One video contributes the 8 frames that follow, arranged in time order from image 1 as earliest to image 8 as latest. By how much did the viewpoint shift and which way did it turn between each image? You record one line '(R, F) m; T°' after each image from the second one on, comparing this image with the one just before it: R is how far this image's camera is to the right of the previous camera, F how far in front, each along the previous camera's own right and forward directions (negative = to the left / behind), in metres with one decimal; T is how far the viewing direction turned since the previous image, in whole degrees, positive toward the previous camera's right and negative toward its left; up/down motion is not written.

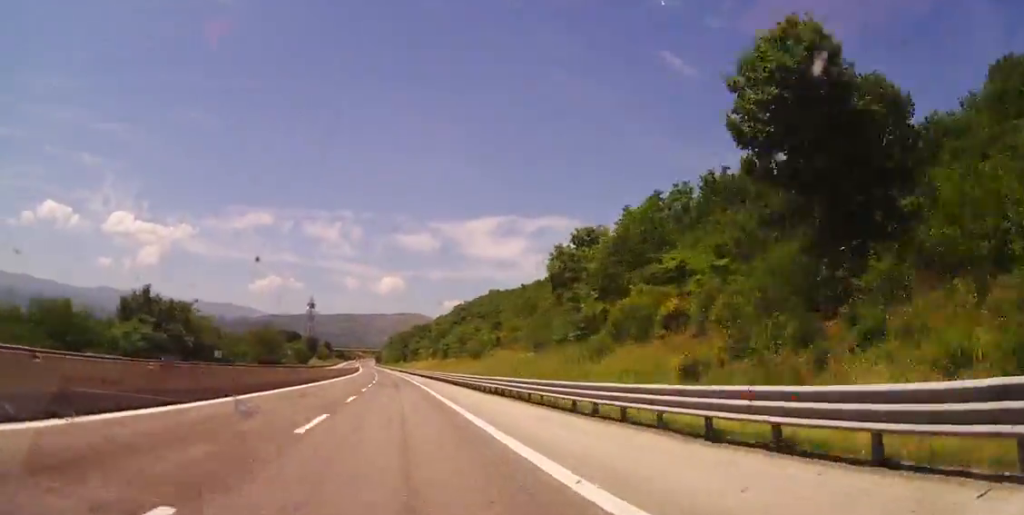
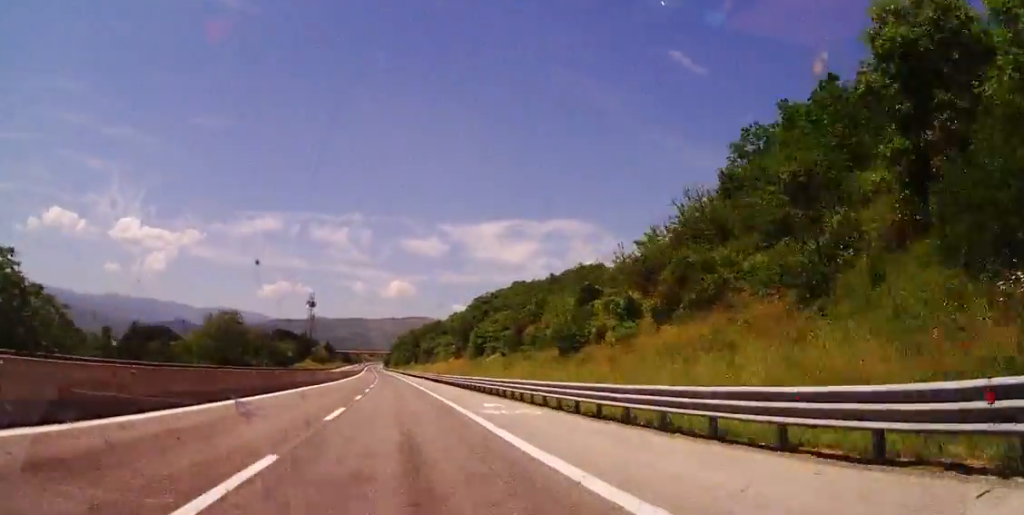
(-0.6, +45.1) m; -1°
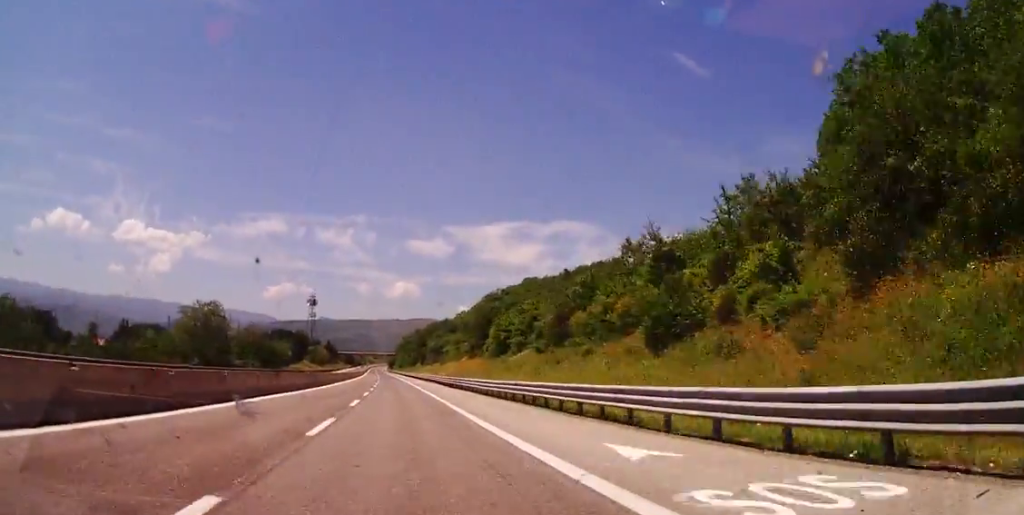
(0.0, +16.8) m; 0°
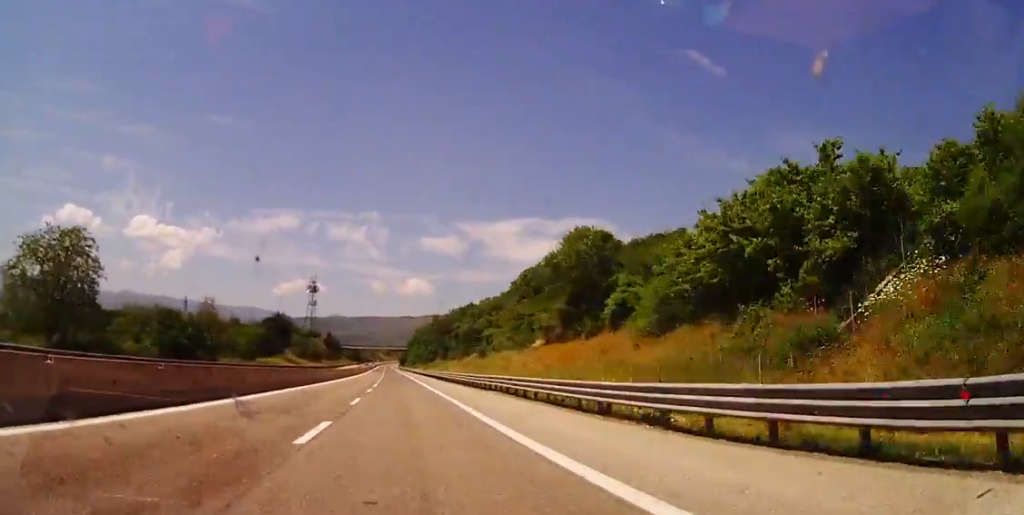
(0.0, +53.9) m; 0°
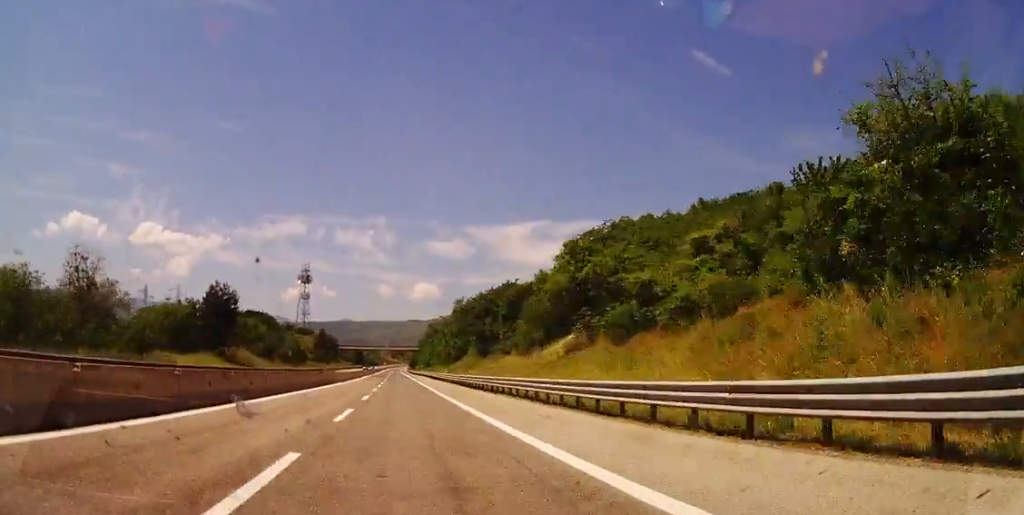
(-1.0, +63.5) m; -2°
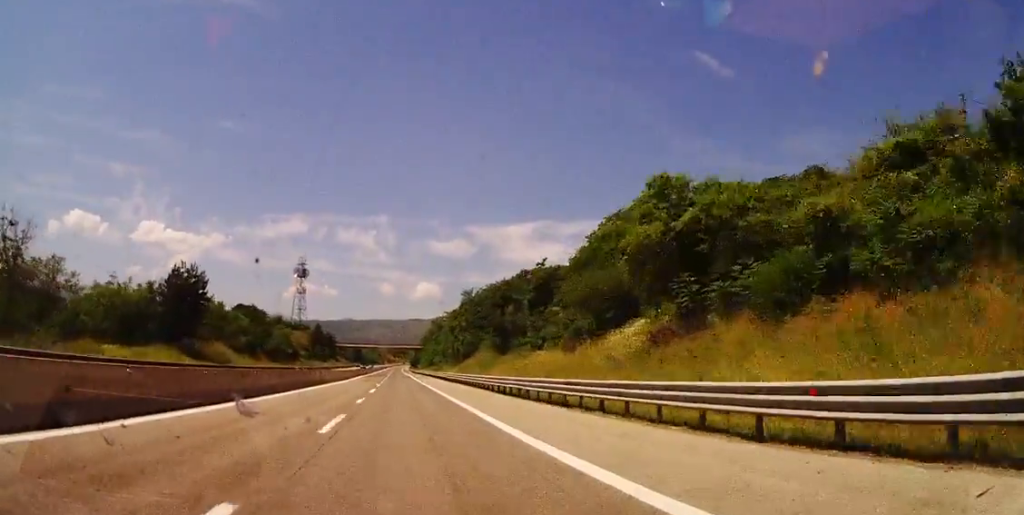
(0.0, +16.5) m; 0°
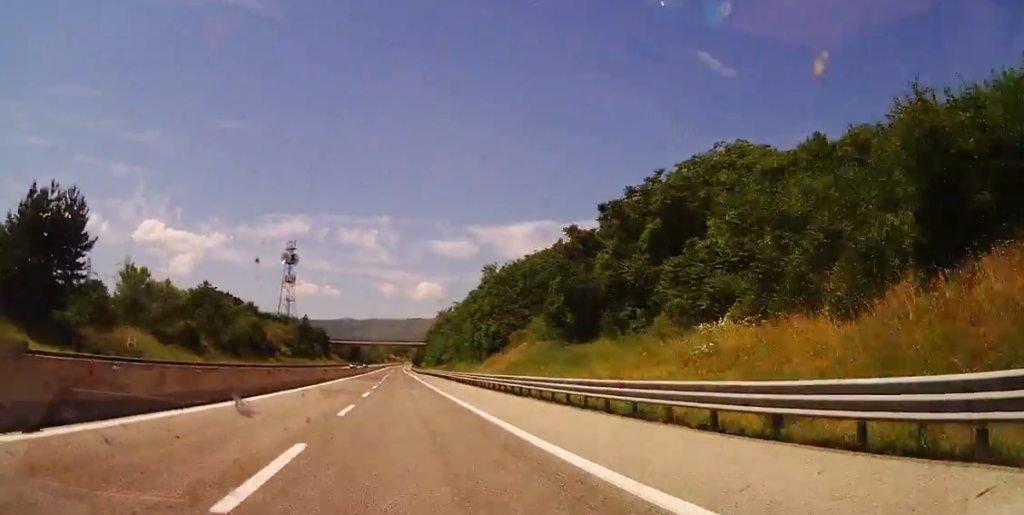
(-0.1, +31.6) m; 0°
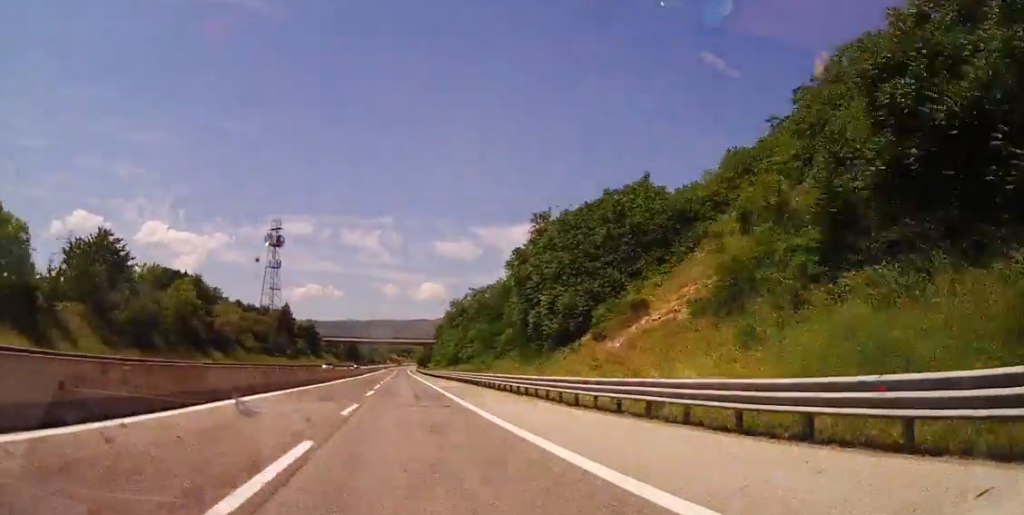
(-0.2, +33.9) m; 0°
